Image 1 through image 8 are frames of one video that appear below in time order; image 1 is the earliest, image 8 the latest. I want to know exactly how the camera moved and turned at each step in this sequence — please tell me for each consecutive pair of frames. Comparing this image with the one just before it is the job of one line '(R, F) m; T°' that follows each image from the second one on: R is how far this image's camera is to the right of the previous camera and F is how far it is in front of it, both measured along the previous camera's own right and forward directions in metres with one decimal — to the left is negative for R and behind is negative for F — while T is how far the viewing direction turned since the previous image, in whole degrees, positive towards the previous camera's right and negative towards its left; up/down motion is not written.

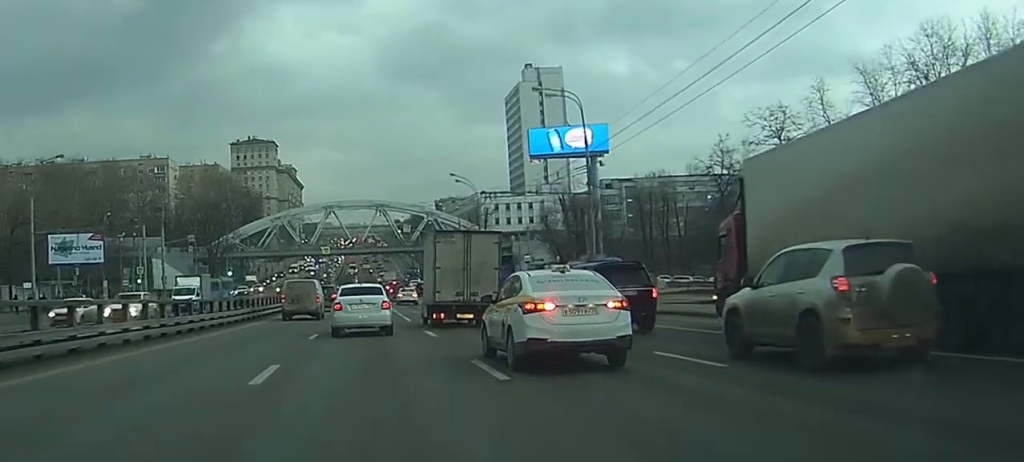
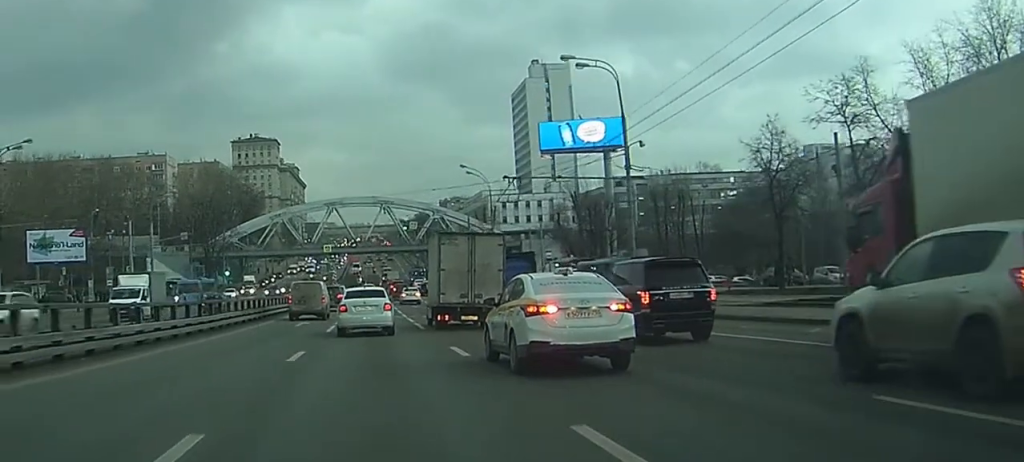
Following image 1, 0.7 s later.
(0.0, +6.6) m; 0°
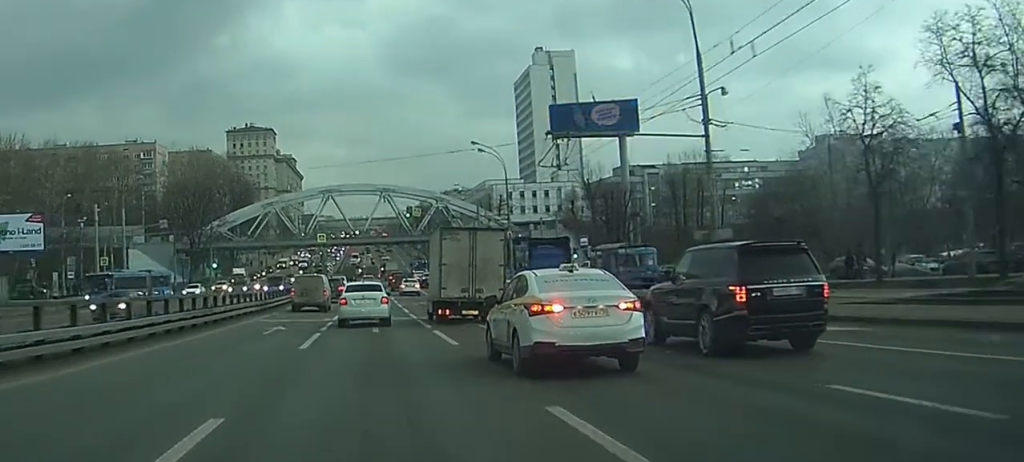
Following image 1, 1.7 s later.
(0.0, +10.3) m; 0°
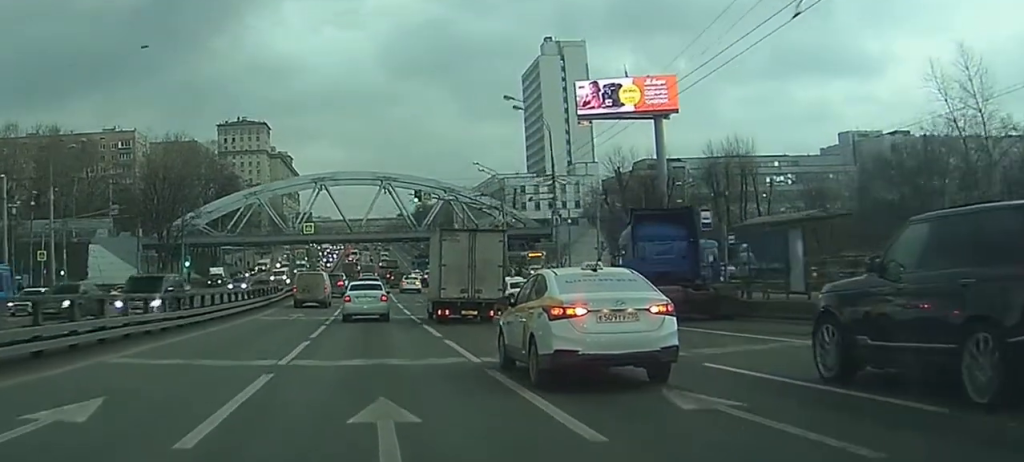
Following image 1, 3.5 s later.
(+0.1, +19.3) m; 0°
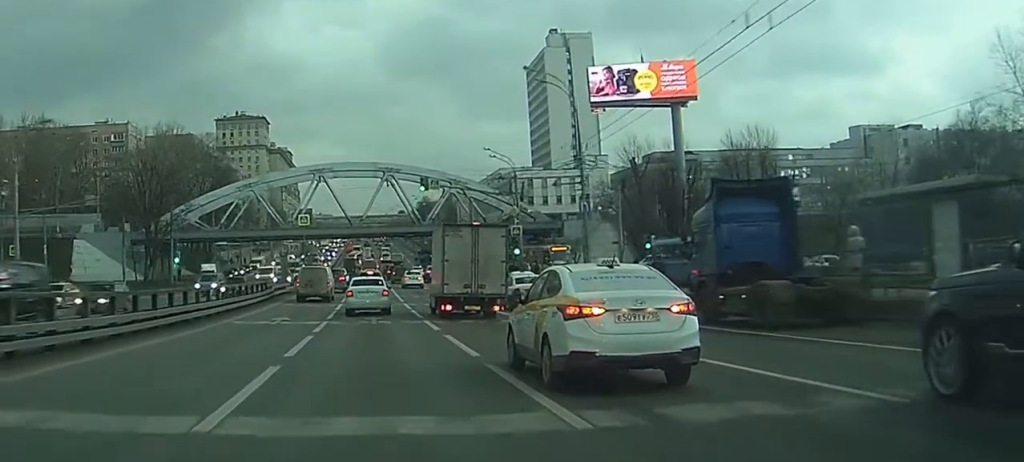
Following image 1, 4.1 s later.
(0.0, +6.9) m; 0°
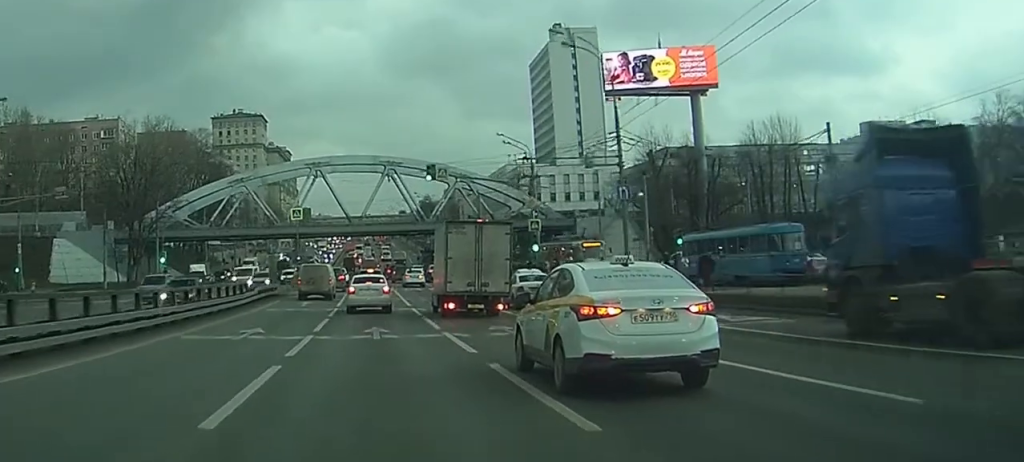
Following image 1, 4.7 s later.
(-0.1, +7.6) m; 0°
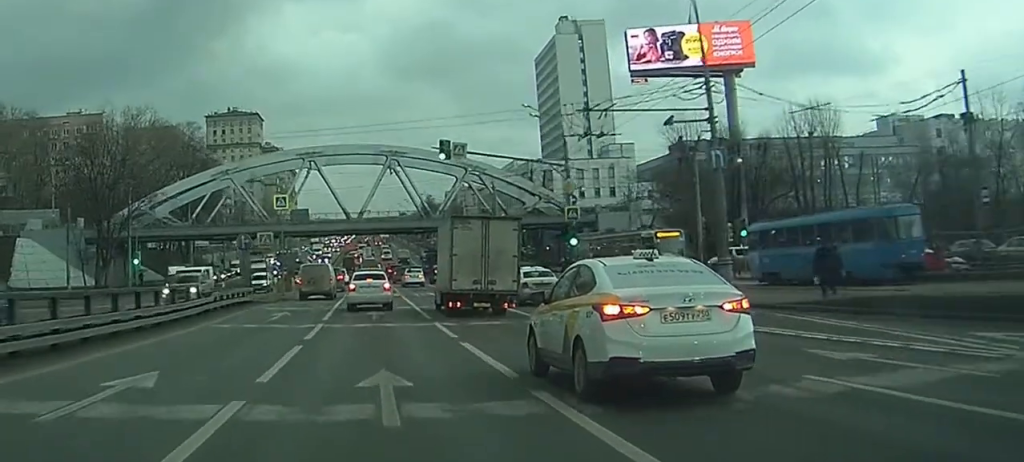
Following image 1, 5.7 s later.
(0.0, +11.5) m; 0°
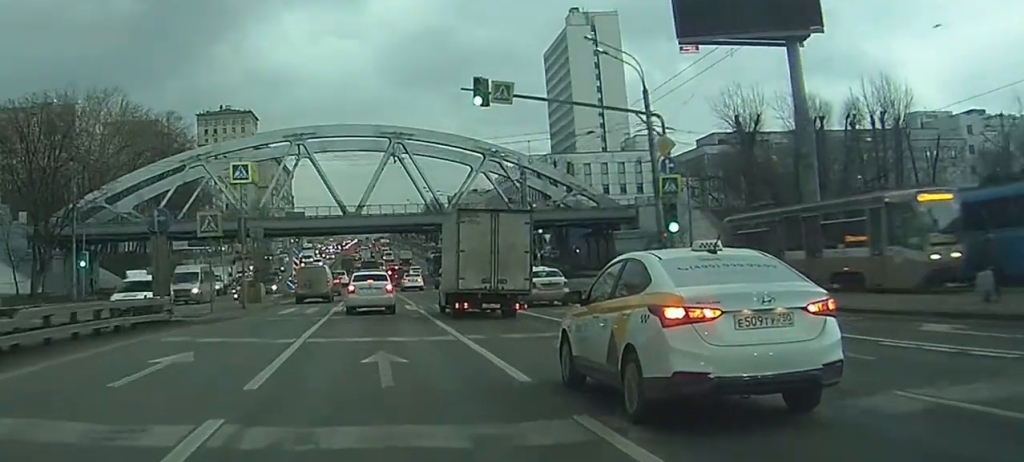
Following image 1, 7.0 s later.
(+0.1, +16.9) m; +1°
